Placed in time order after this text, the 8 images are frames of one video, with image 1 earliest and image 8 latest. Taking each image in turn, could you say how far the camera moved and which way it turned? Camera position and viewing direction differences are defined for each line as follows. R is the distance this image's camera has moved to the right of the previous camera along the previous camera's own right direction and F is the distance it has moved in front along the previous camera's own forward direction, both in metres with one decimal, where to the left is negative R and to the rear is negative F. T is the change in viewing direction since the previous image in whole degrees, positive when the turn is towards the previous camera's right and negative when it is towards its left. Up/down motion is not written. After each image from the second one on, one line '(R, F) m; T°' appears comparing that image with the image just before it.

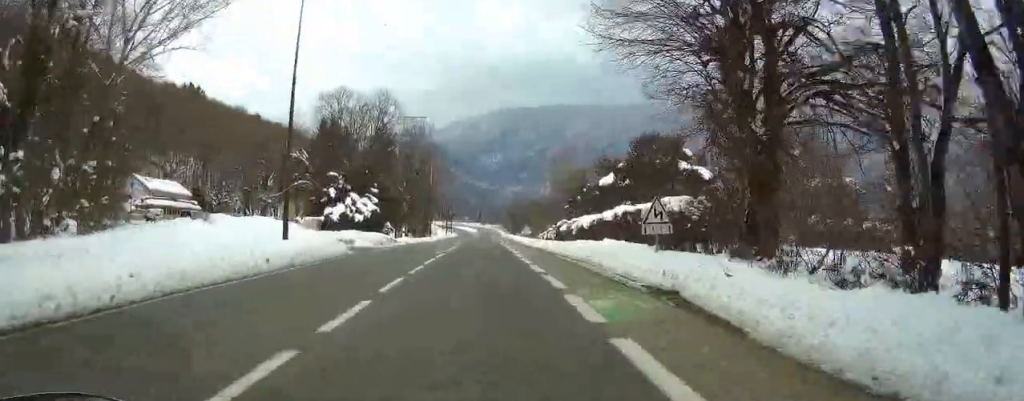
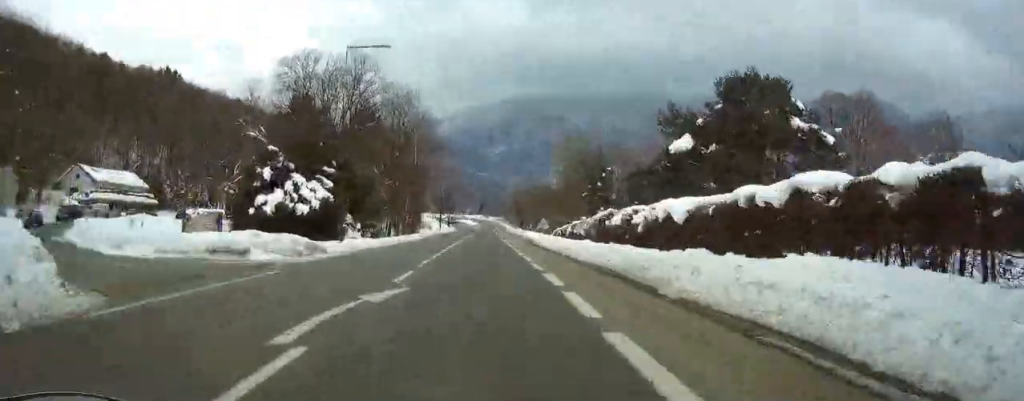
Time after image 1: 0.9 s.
(0.0, +21.3) m; 0°
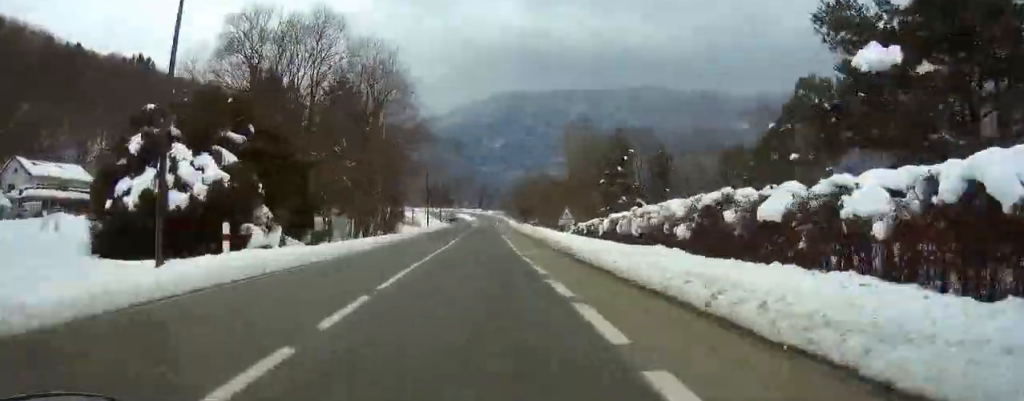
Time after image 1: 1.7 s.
(+0.1, +19.7) m; 0°
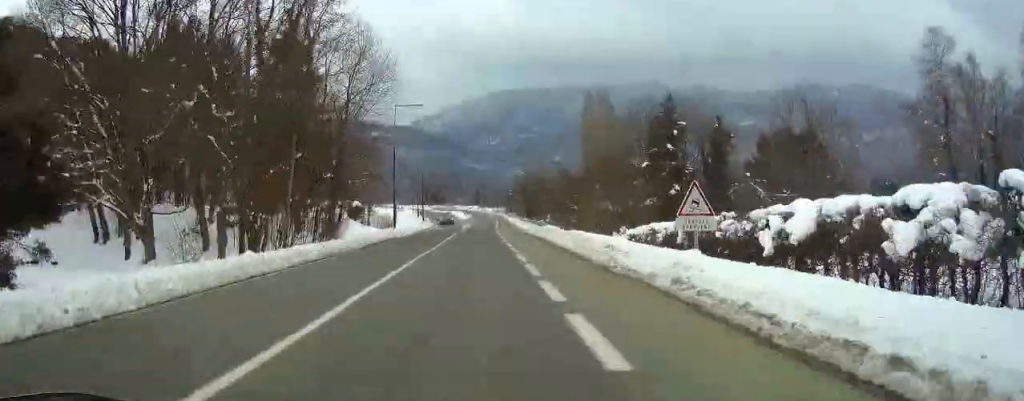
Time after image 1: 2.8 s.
(0.0, +26.2) m; 0°
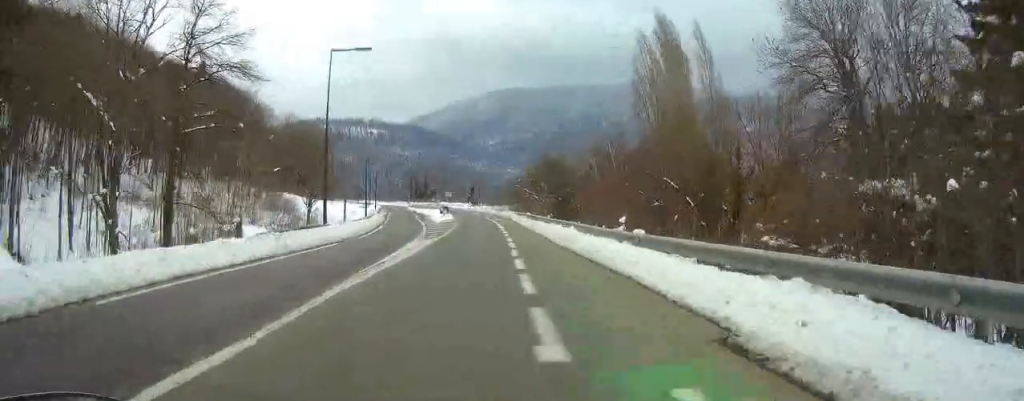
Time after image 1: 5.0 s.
(+0.5, +51.6) m; +1°
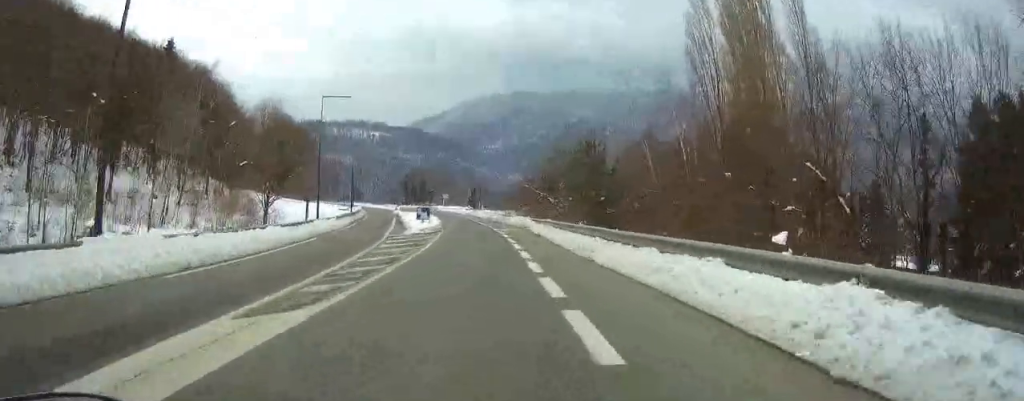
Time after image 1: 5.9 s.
(0.0, +22.0) m; -1°
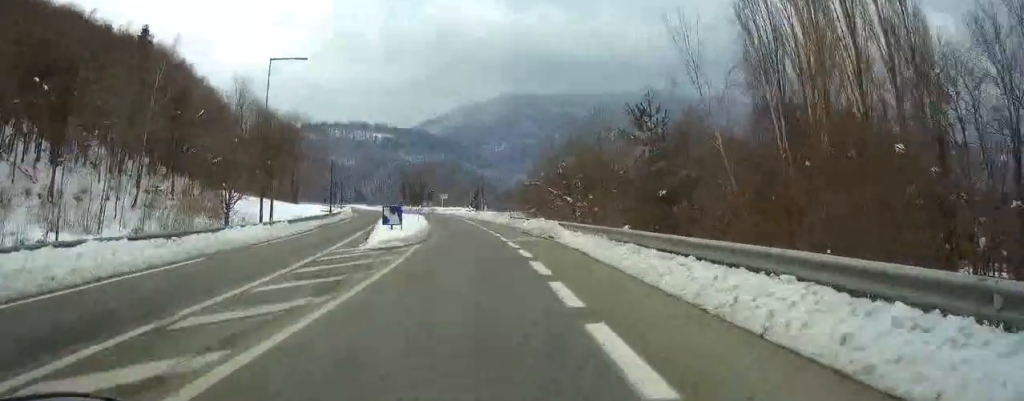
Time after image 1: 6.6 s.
(-0.1, +14.6) m; -1°
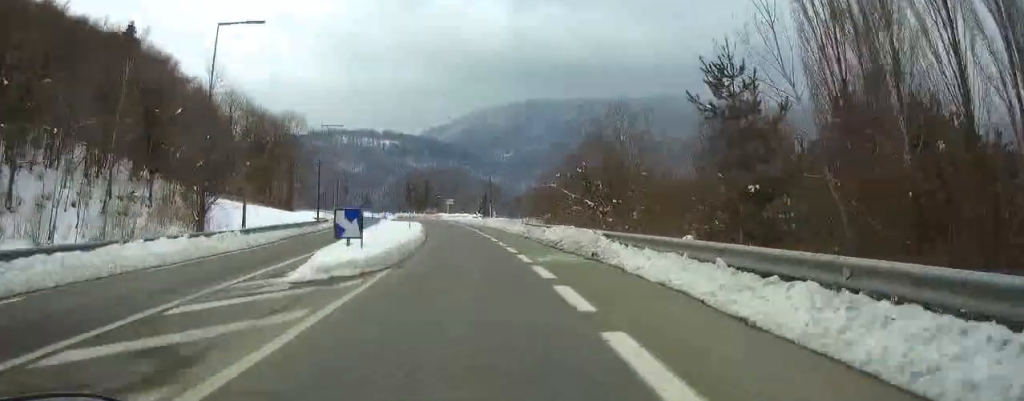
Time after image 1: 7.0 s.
(0.0, +9.8) m; 0°
